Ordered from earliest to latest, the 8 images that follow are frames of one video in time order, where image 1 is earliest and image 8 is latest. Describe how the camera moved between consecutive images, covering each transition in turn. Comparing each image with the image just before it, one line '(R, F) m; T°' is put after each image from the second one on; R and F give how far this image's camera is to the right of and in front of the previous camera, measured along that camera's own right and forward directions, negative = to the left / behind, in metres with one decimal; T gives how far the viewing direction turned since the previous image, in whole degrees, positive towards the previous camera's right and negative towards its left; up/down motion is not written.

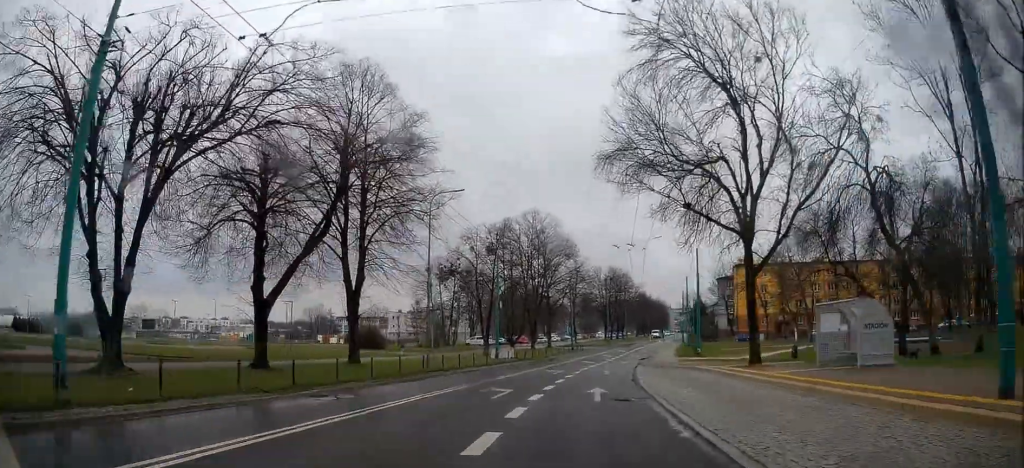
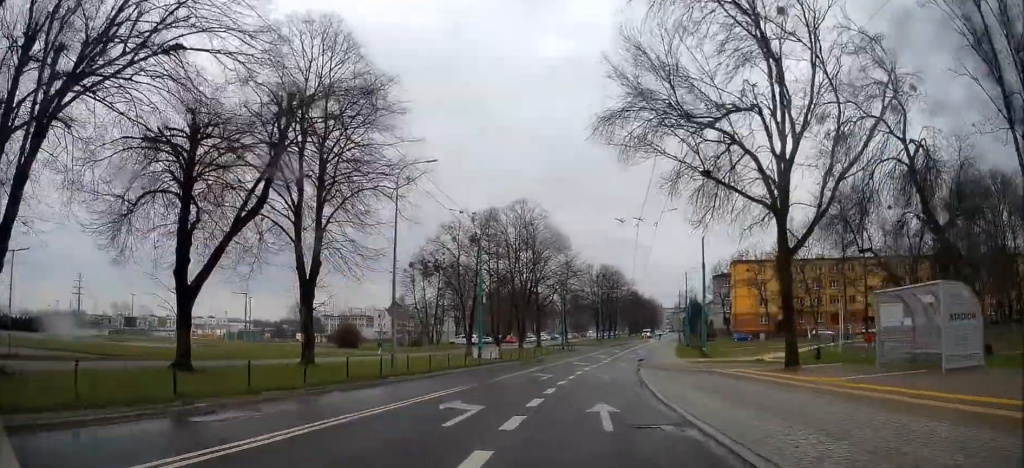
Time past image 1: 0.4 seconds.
(0.0, +5.8) m; 0°
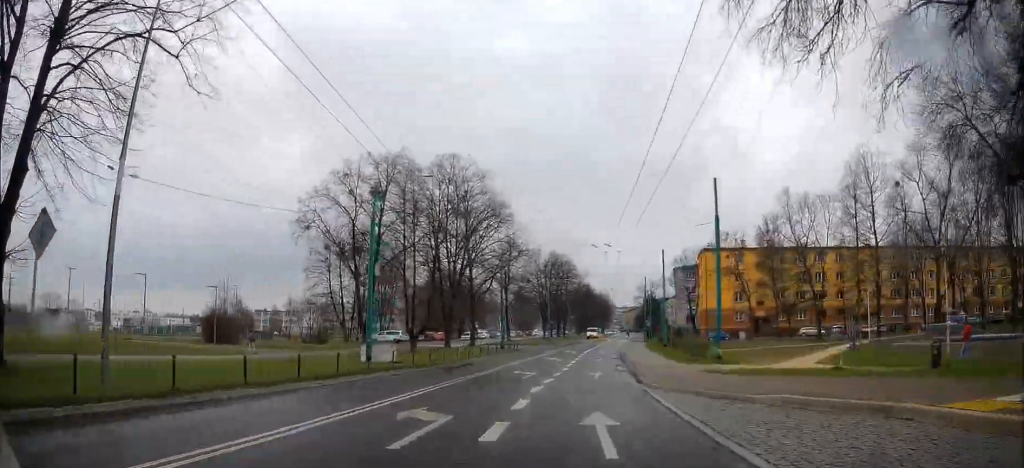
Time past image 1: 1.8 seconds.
(0.0, +17.9) m; +2°
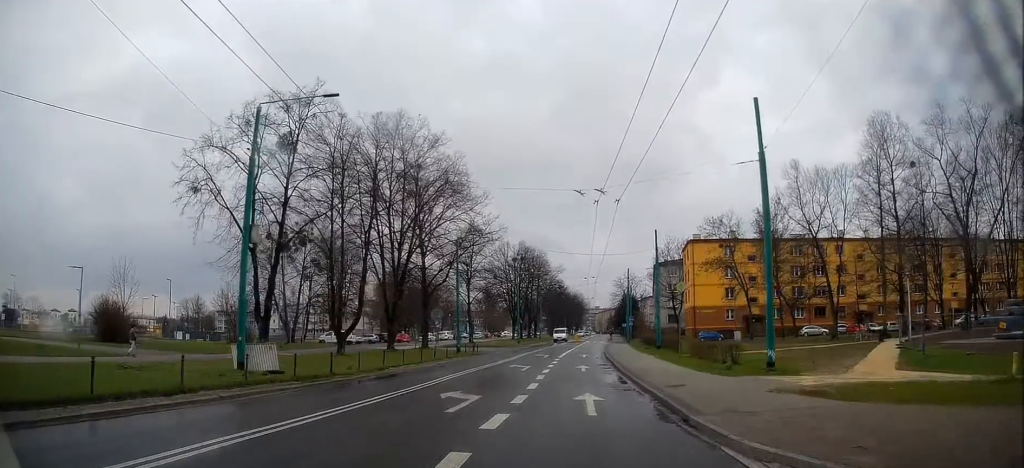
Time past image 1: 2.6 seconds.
(+0.3, +11.3) m; +3°
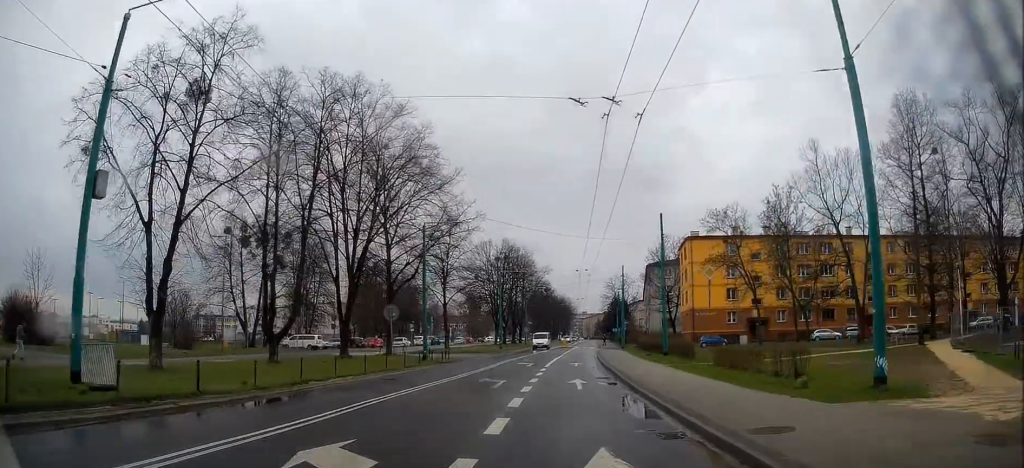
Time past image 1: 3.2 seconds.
(+0.3, +8.2) m; +2°
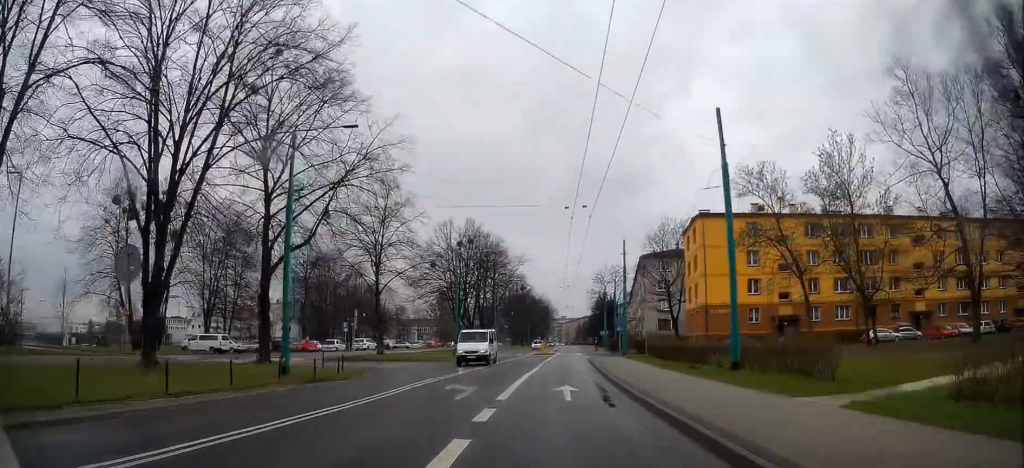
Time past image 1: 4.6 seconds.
(+0.6, +19.4) m; +3°
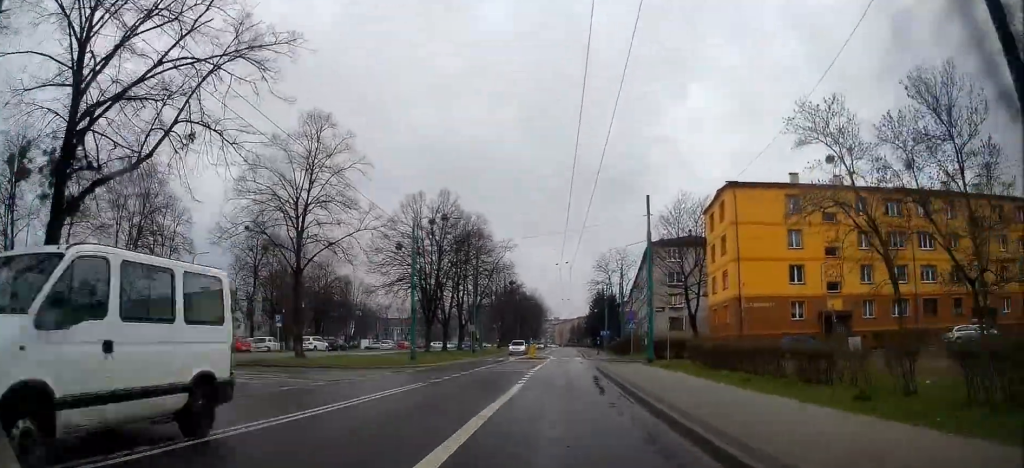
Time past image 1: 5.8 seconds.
(+0.2, +15.2) m; +1°
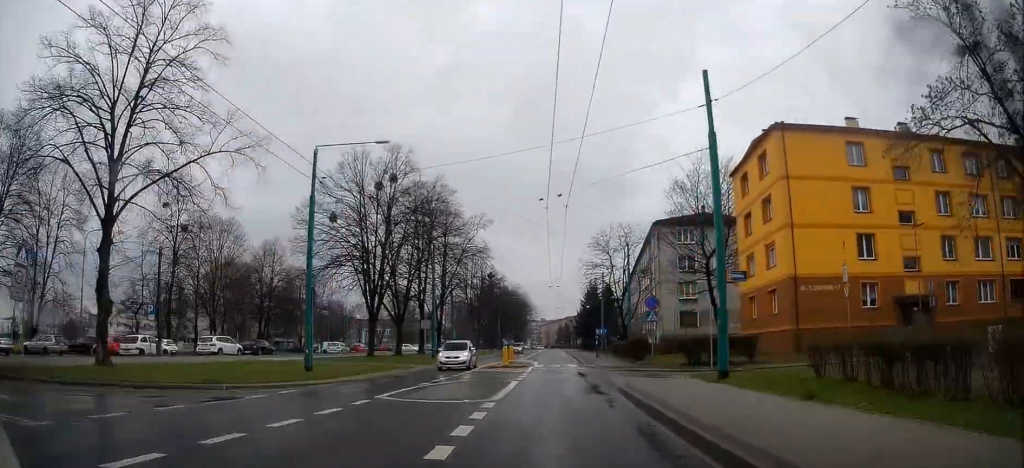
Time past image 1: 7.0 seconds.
(+0.2, +16.2) m; +1°
